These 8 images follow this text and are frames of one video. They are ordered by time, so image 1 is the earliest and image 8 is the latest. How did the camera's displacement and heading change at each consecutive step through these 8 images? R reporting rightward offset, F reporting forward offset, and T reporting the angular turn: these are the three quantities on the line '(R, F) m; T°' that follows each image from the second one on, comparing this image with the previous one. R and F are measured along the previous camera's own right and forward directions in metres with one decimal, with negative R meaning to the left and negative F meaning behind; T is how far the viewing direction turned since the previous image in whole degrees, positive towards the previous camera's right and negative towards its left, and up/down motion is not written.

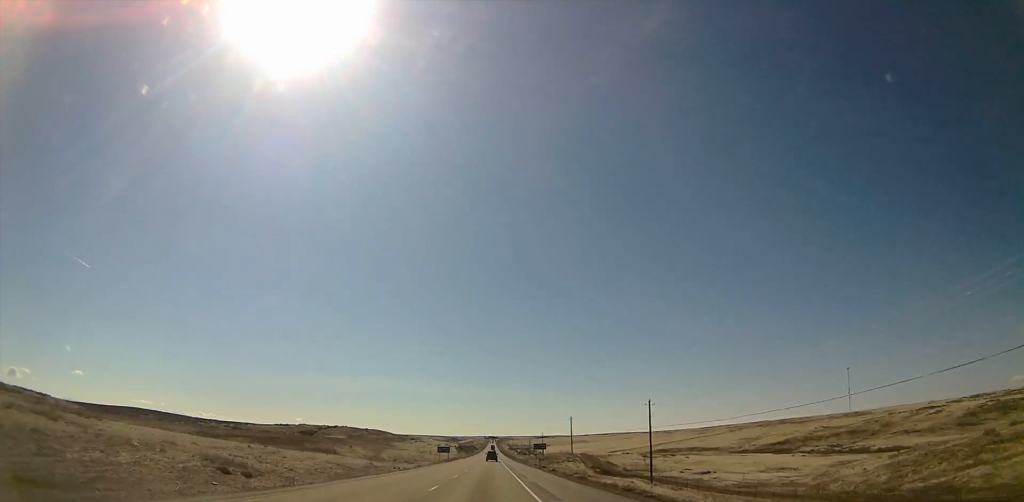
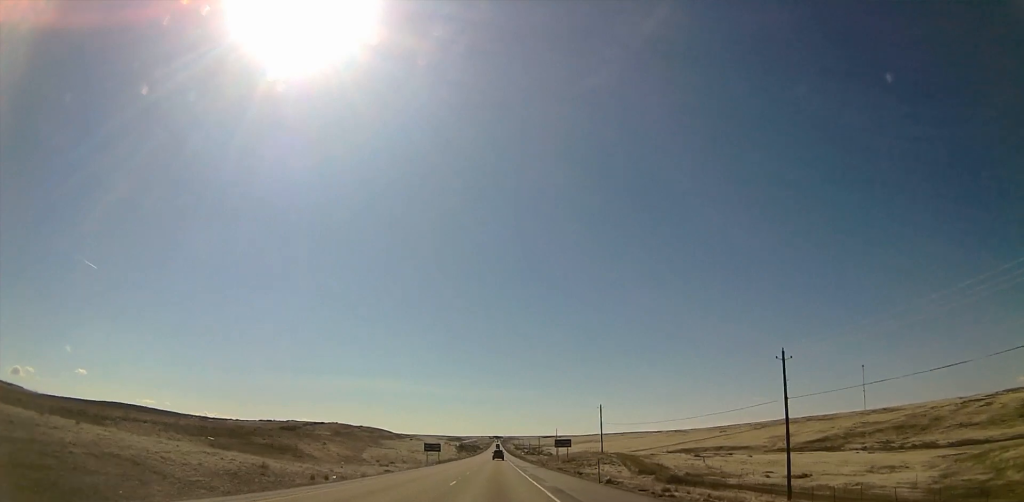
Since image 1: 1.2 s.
(-0.3, +41.7) m; -1°
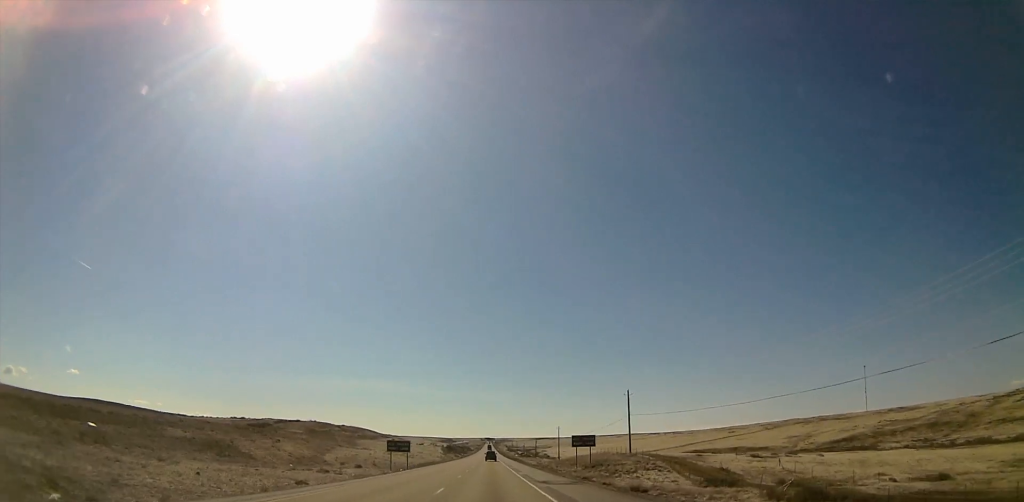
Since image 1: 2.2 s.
(-0.3, +34.5) m; 0°
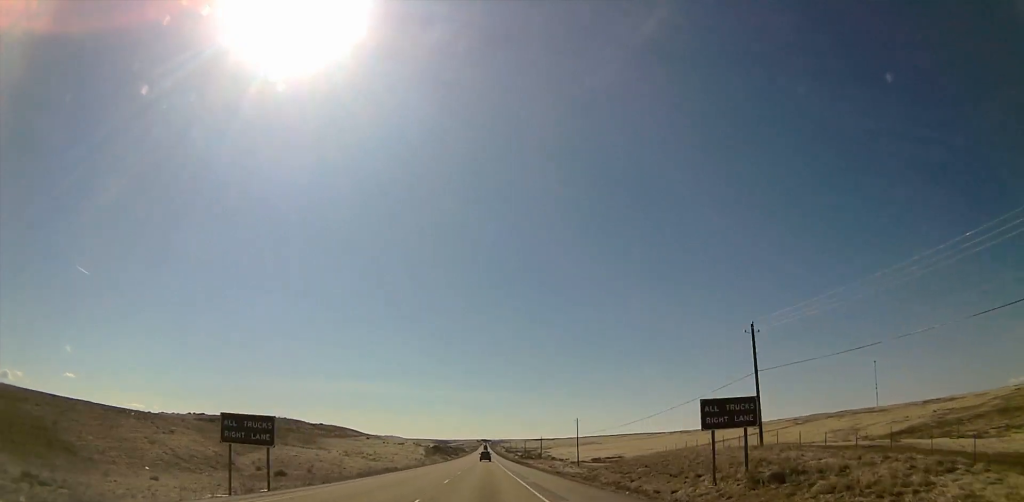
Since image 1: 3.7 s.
(+0.1, +51.9) m; +2°
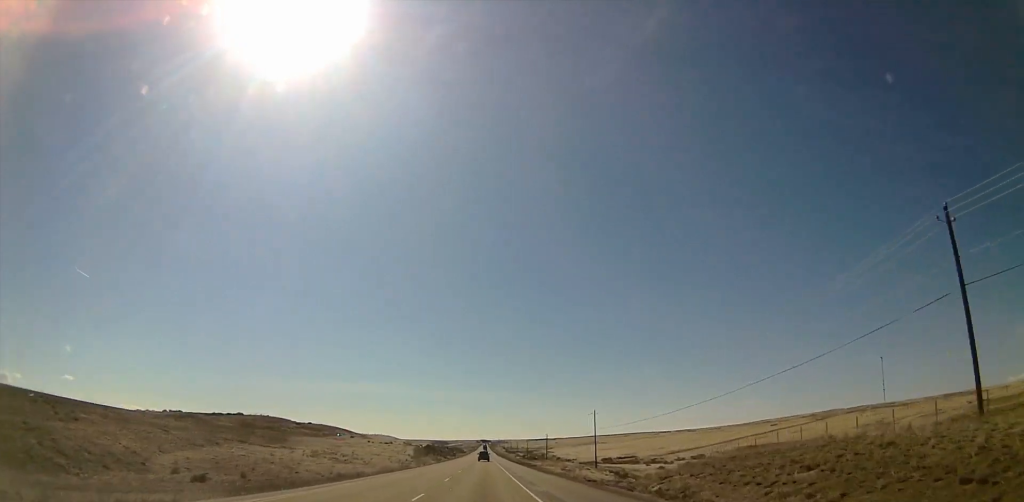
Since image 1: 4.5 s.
(+0.7, +26.9) m; 0°
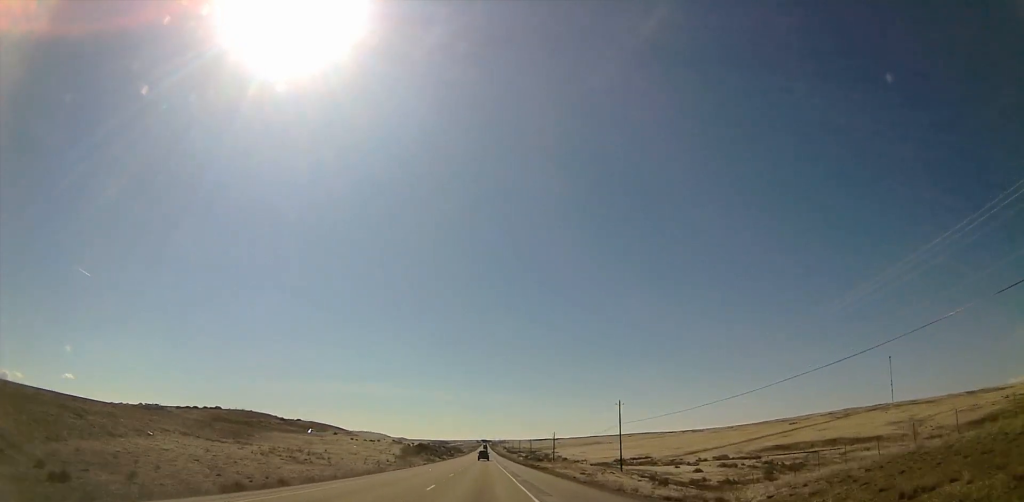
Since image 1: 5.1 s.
(-0.2, +23.5) m; +1°
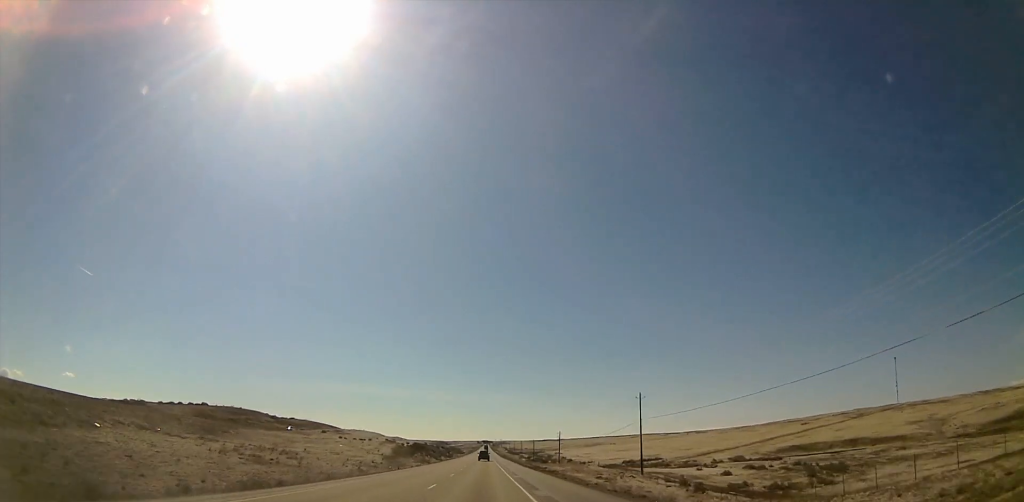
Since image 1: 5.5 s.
(-0.5, +14.1) m; +1°
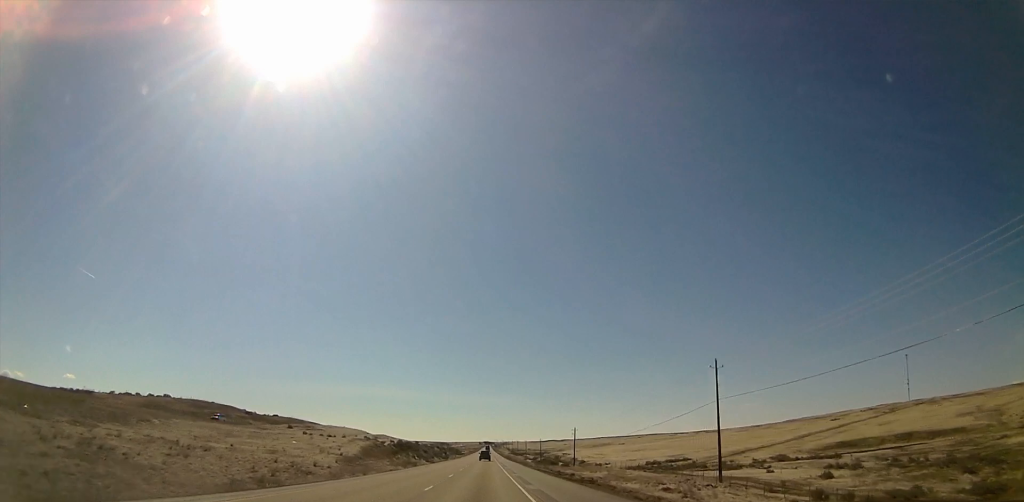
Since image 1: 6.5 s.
(+1.2, +31.8) m; -1°
